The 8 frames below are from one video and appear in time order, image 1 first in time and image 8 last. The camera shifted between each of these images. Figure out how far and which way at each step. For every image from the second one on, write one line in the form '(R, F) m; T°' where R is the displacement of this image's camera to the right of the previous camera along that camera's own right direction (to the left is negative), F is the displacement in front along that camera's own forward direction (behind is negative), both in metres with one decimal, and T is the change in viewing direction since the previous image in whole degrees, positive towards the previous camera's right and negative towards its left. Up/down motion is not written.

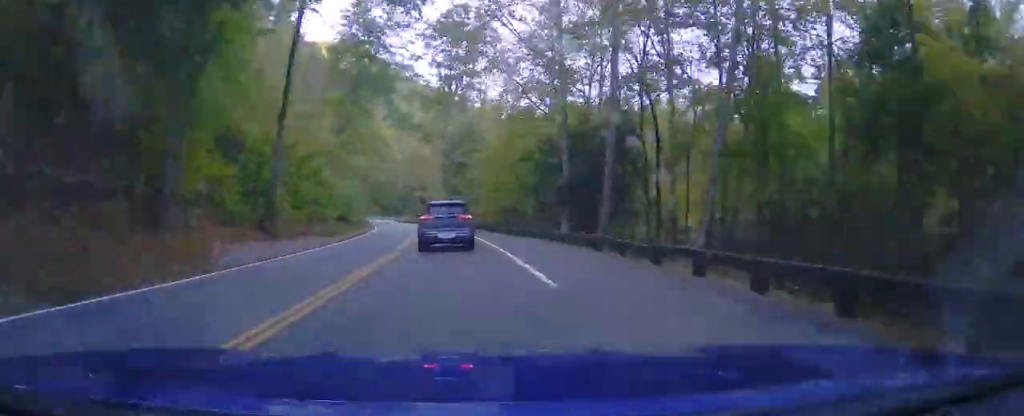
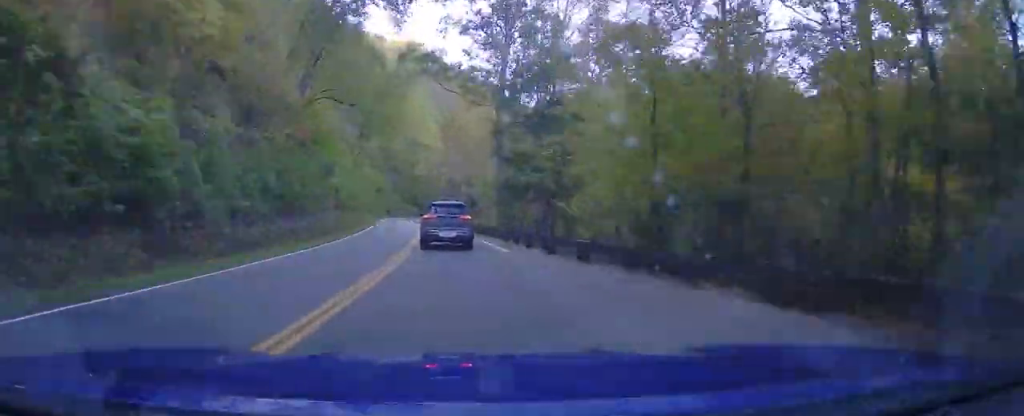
(-1.6, +37.5) m; +5°
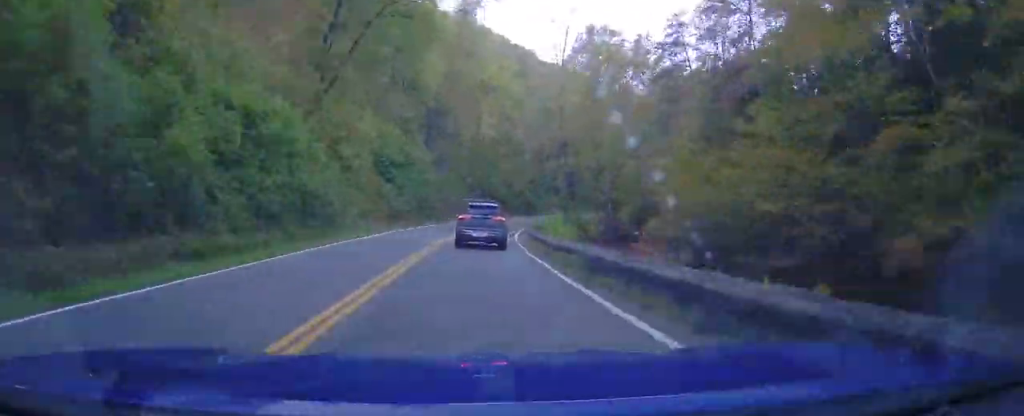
(+9.3, +71.8) m; +27°
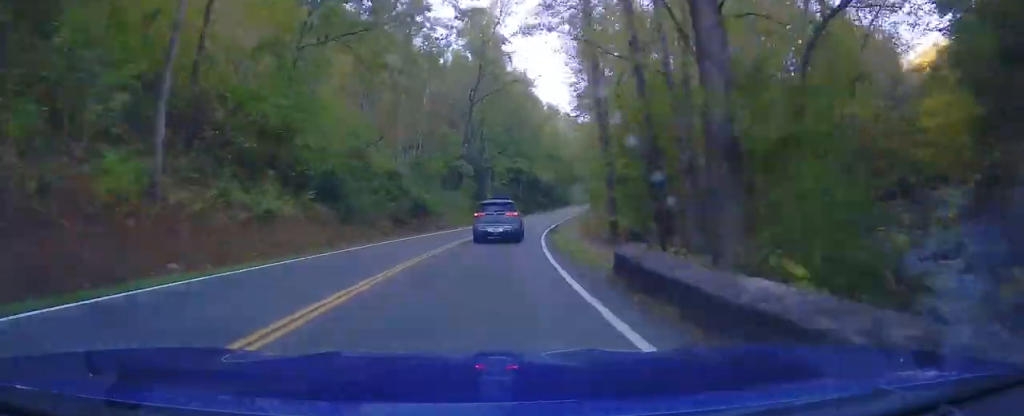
(+26.6, +79.3) m; -4°
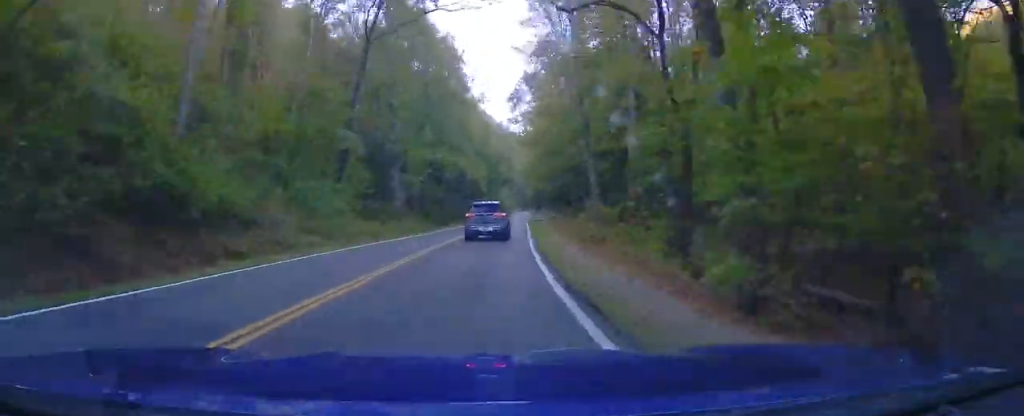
(-14.5, +34.2) m; -8°
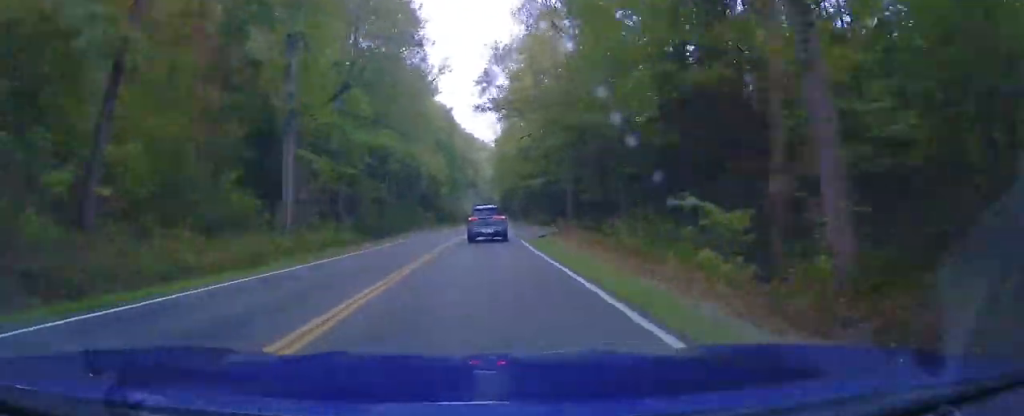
(-8.7, +33.3) m; -8°
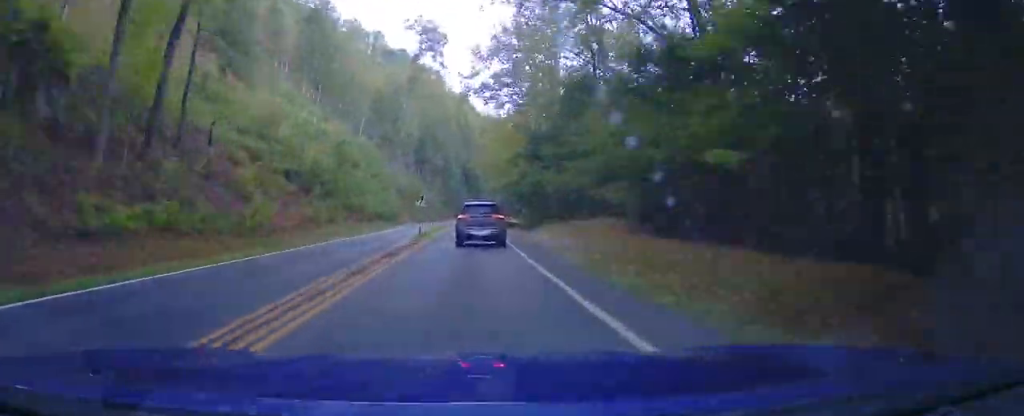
(+10.3, +225.2) m; +3°
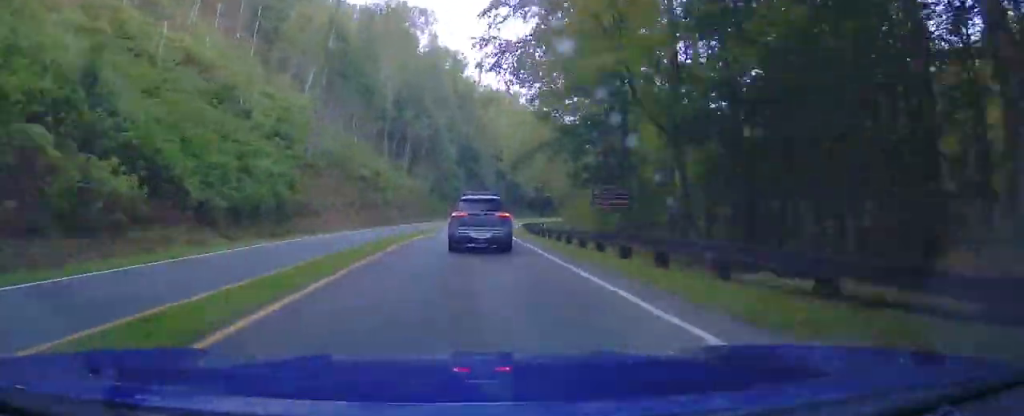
(+0.1, +43.4) m; +3°
